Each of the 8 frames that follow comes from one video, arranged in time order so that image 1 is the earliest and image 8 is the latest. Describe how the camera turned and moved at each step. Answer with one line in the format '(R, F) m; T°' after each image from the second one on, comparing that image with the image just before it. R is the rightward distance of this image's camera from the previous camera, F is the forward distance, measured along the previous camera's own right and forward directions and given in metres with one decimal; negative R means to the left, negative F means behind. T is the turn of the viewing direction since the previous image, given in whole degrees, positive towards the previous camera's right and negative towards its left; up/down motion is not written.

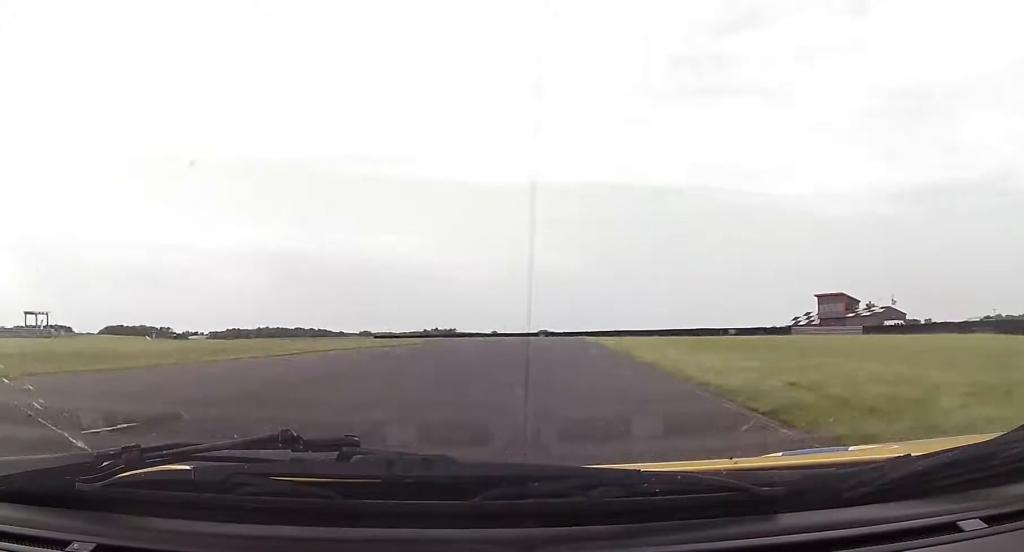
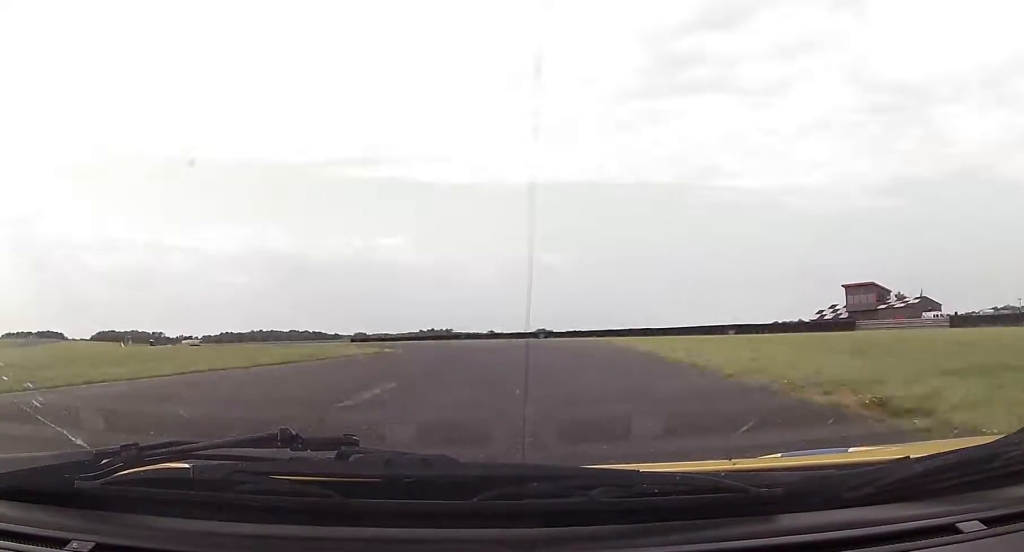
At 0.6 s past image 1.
(+1.0, +16.4) m; +3°
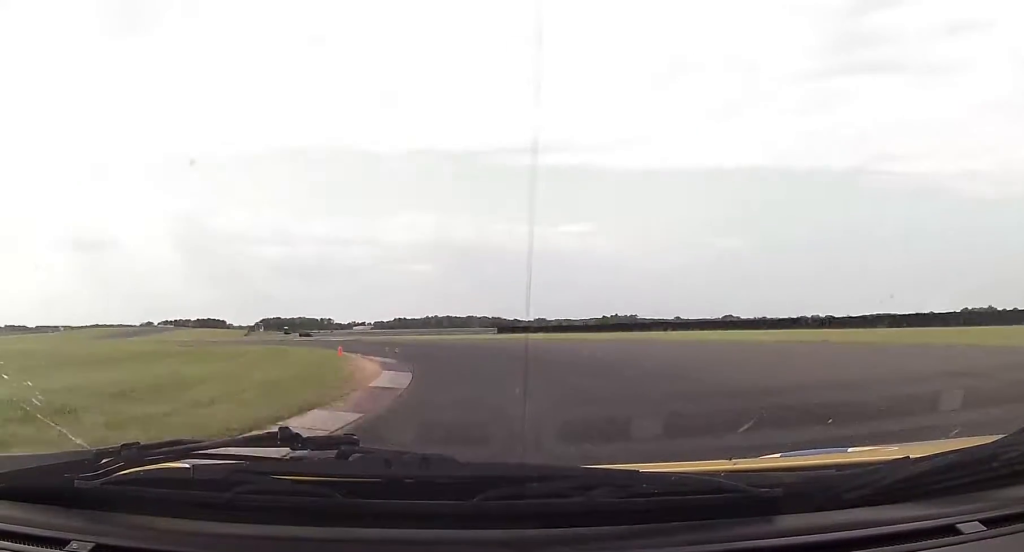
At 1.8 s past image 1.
(0.0, +35.1) m; -8°
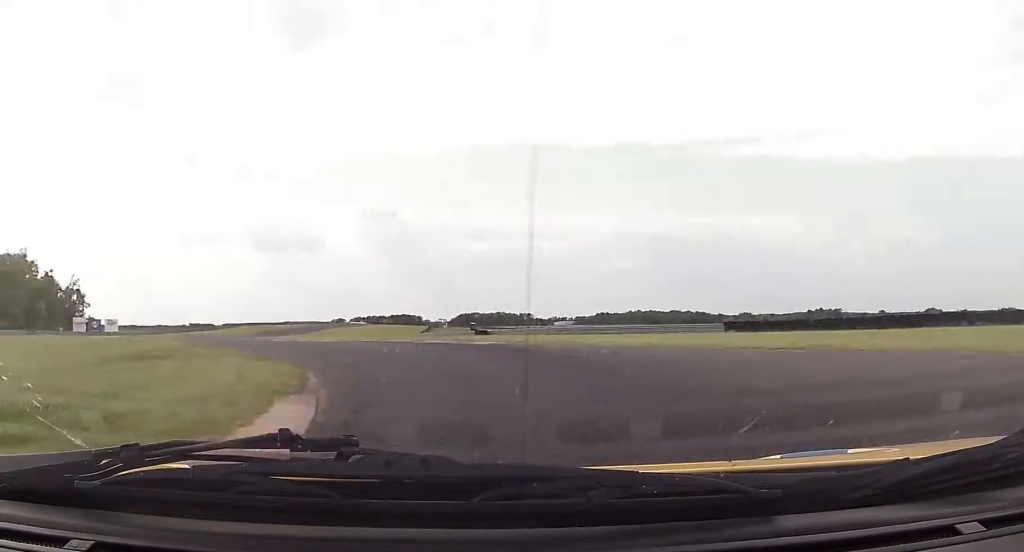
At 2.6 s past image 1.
(-2.0, +20.8) m; -13°
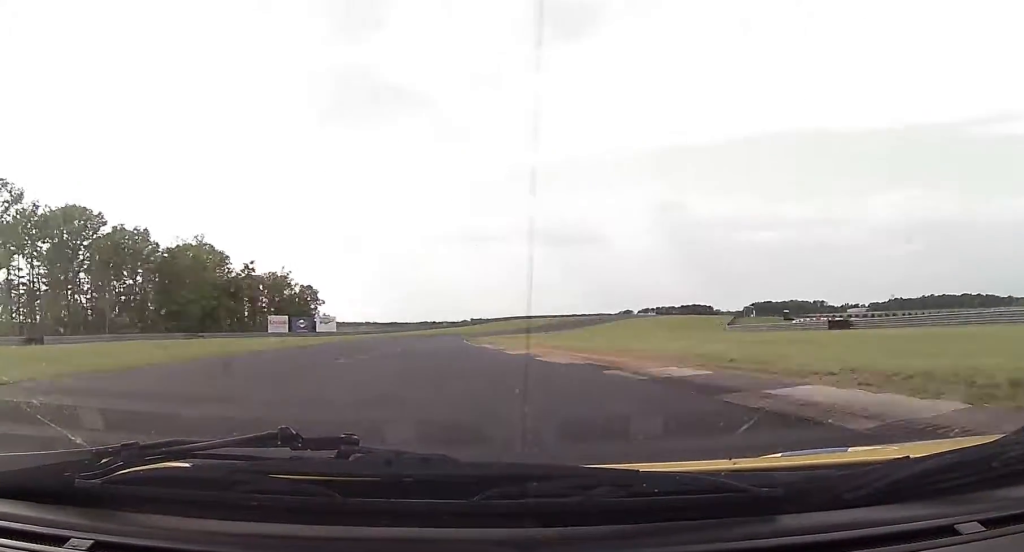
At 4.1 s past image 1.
(-8.4, +36.6) m; -24°
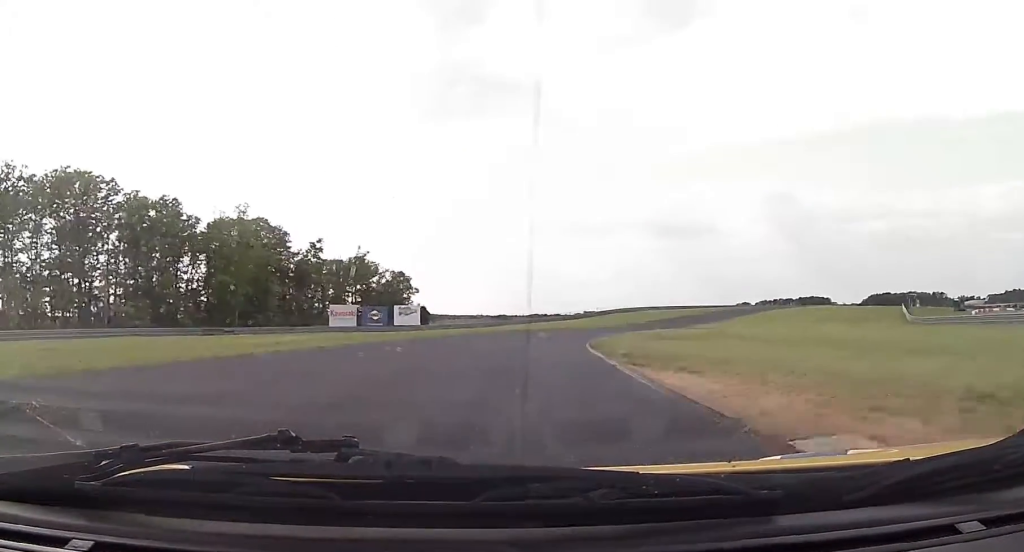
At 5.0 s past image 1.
(-3.2, +27.5) m; -8°
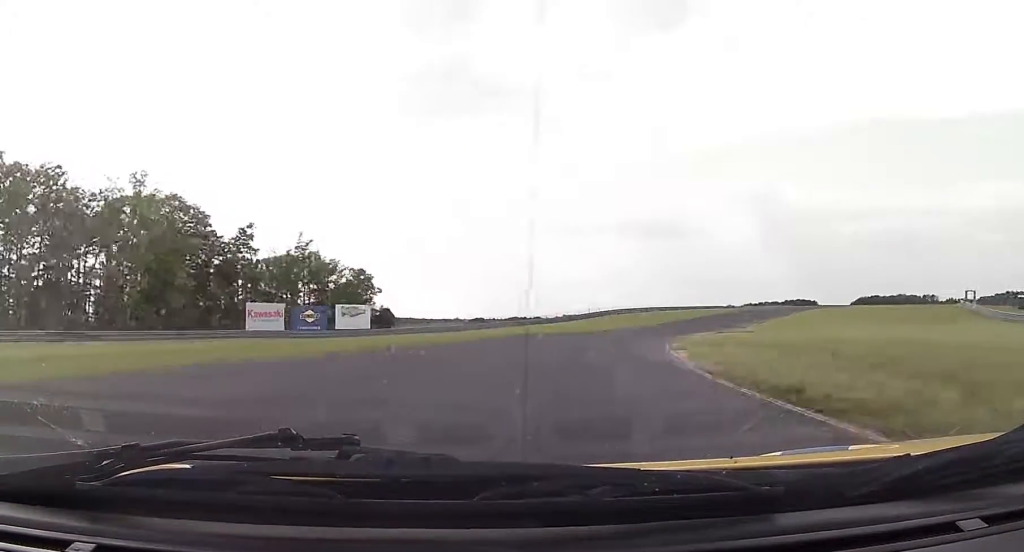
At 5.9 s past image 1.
(-0.9, +25.5) m; -1°
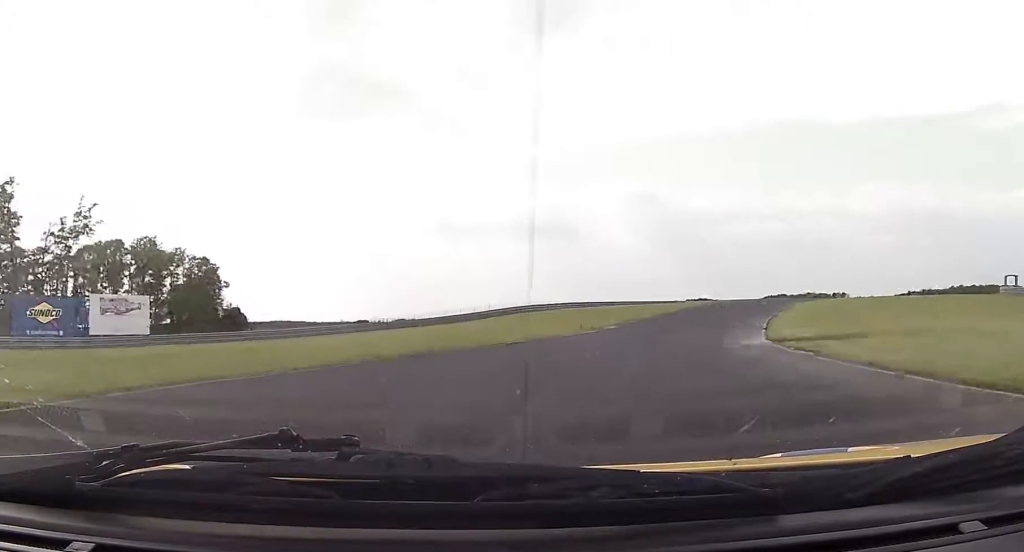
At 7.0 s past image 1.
(+0.7, +35.4) m; +6°
